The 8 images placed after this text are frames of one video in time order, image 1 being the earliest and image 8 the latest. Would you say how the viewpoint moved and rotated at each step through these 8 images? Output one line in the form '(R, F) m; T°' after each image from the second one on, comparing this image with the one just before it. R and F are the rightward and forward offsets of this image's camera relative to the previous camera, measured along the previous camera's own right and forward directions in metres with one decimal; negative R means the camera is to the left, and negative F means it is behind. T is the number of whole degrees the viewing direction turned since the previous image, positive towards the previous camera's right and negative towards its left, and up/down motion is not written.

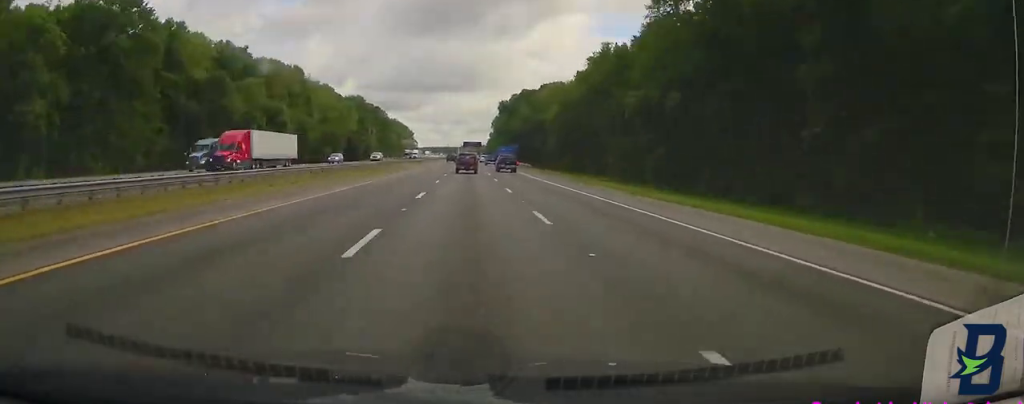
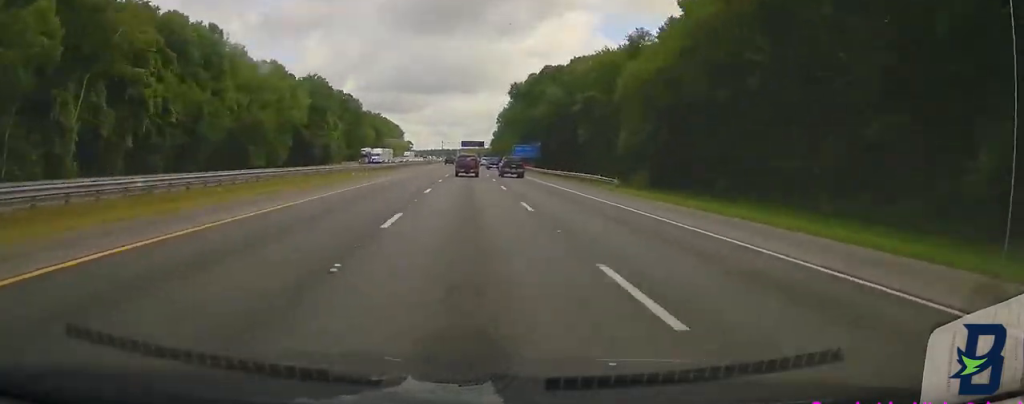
(-0.1, +56.4) m; 0°
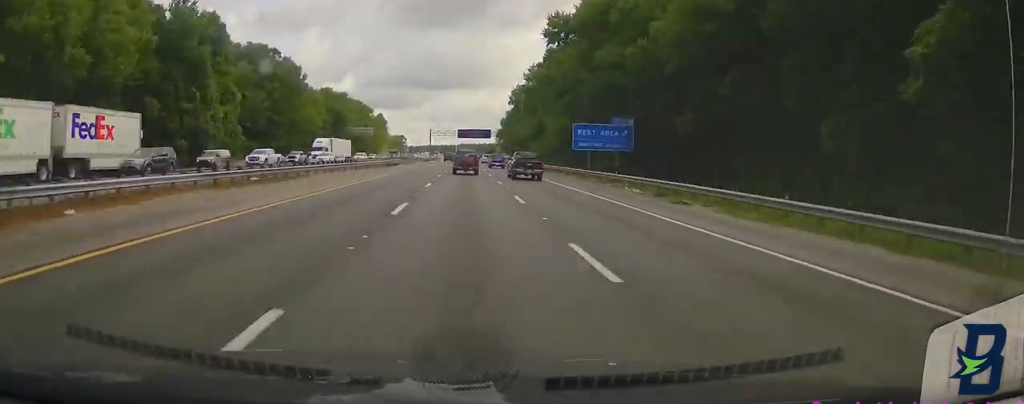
(0.0, +70.5) m; 0°
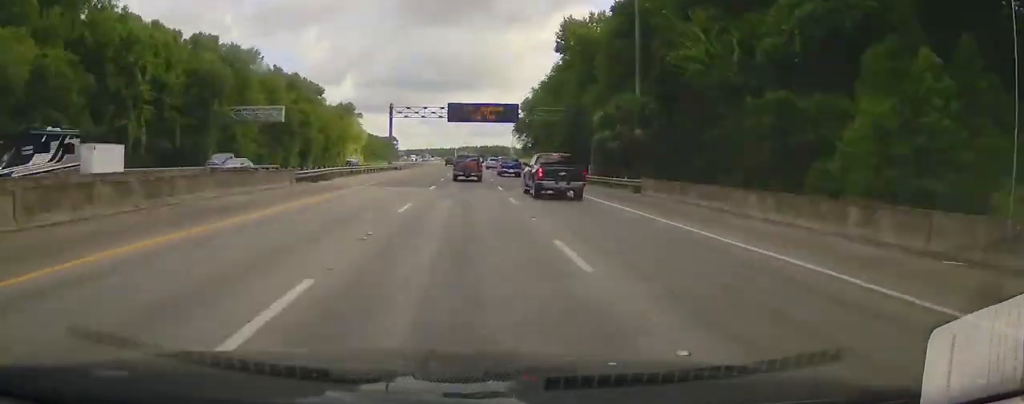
(+0.1, +84.3) m; 0°
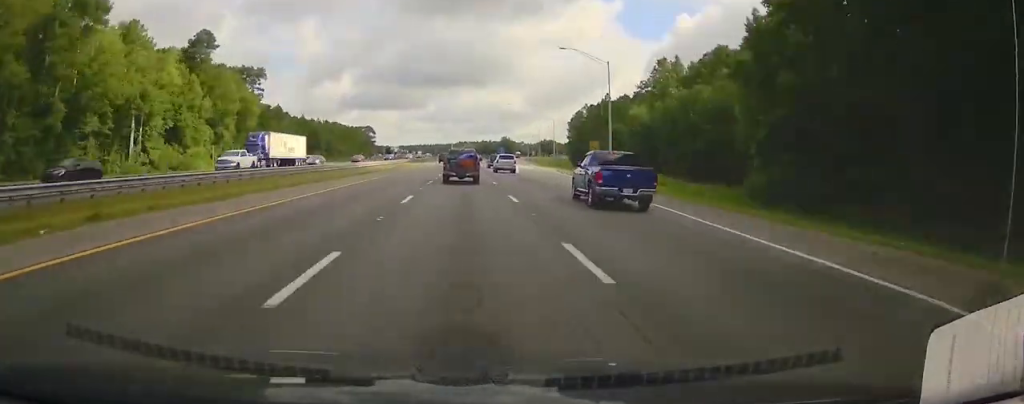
(+0.2, +130.4) m; -1°
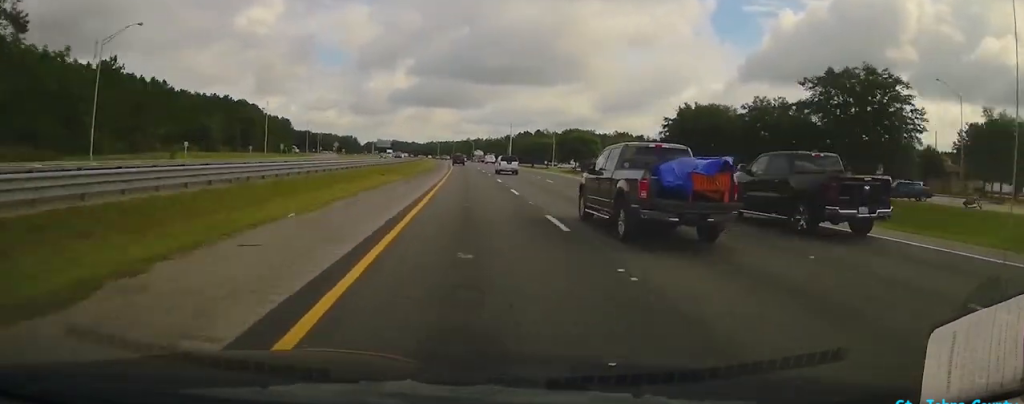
(-17.4, +382.0) m; -6°
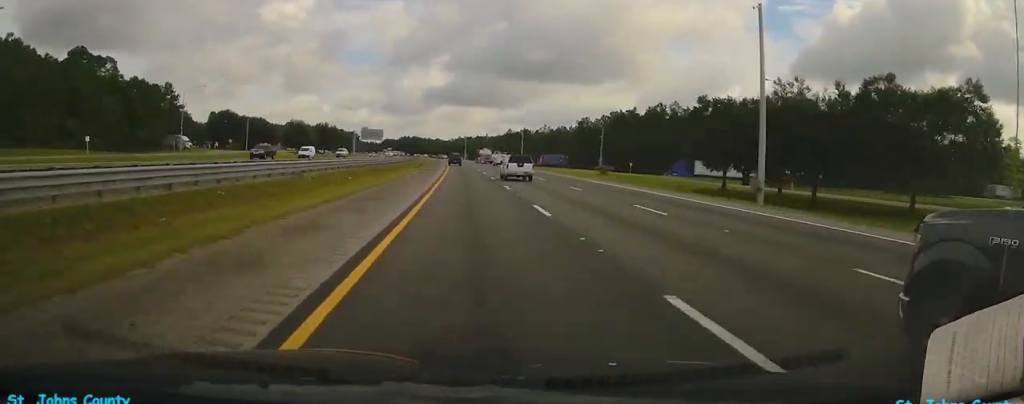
(-3.5, +153.8) m; -4°
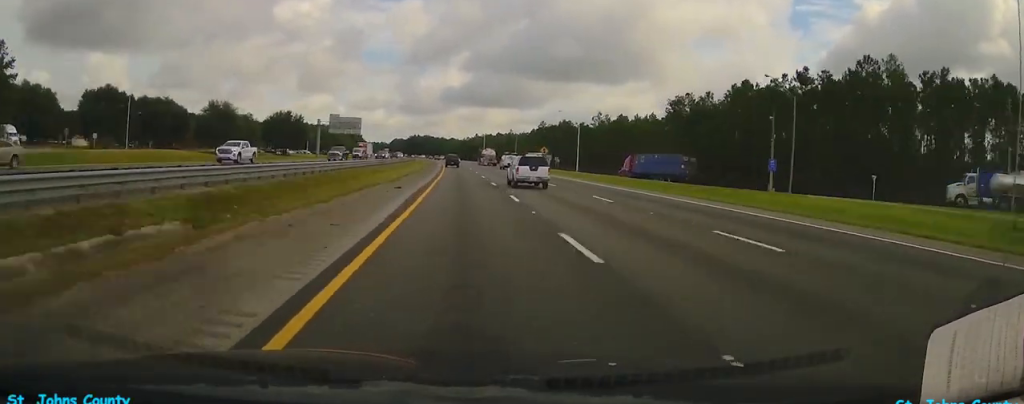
(-3.0, +79.1) m; -2°
